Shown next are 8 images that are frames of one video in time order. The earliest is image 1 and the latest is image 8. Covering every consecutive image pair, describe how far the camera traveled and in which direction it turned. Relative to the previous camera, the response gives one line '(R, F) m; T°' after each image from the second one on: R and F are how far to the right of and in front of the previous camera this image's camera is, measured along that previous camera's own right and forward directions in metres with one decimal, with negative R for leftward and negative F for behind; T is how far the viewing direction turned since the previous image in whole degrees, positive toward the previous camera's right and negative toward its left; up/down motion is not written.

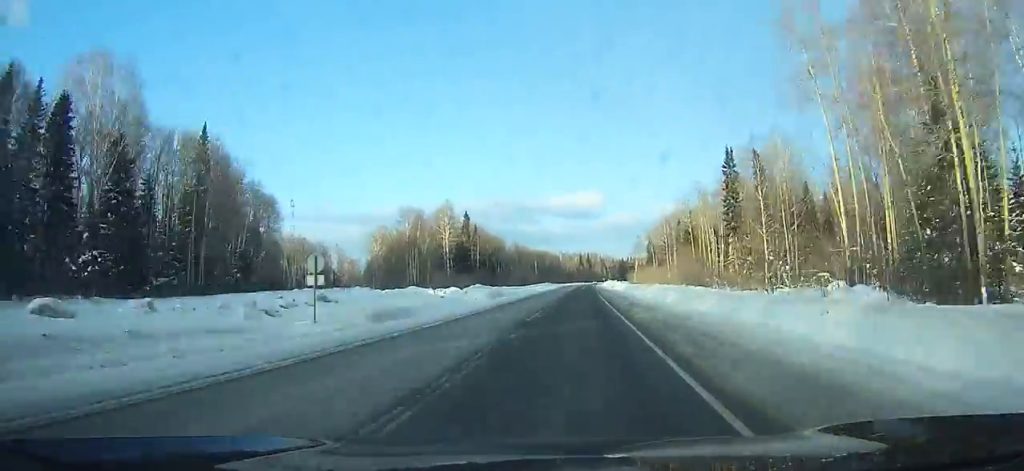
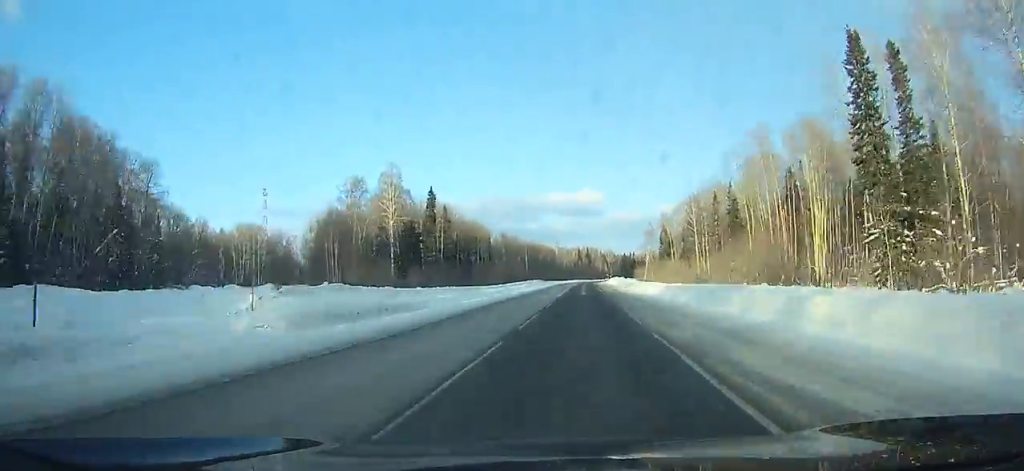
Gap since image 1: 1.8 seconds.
(-0.2, +39.0) m; 0°
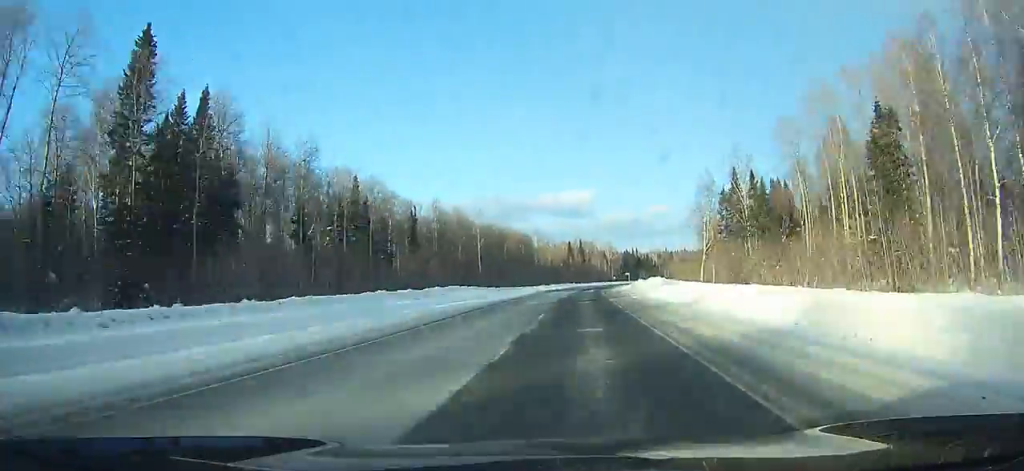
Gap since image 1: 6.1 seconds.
(+0.2, +93.9) m; +1°
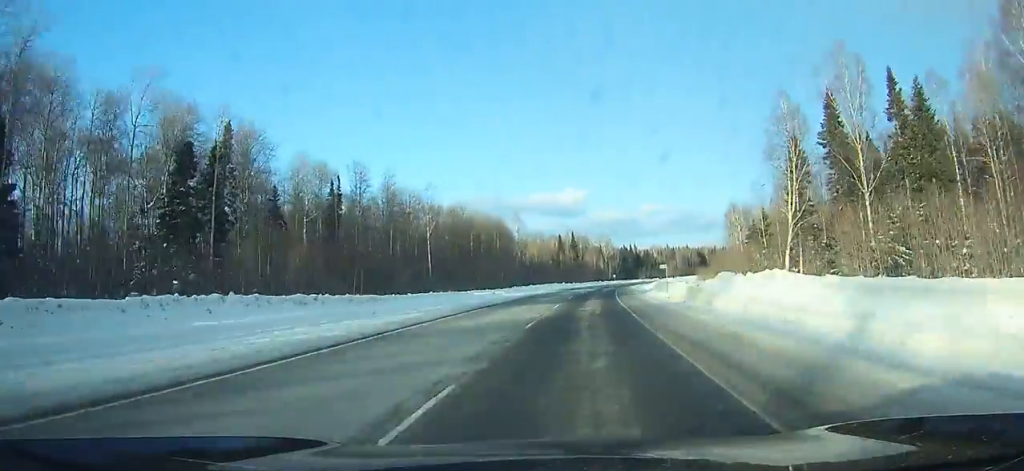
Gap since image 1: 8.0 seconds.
(+0.1, +41.2) m; +1°
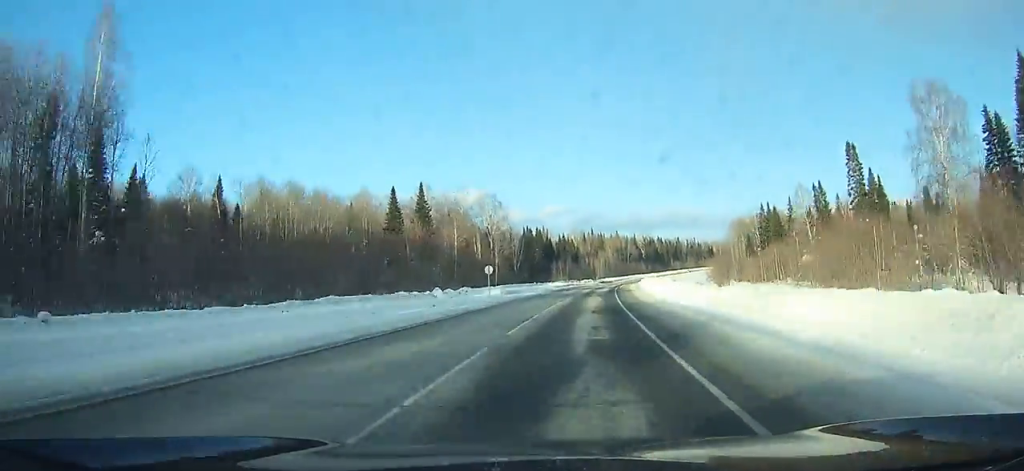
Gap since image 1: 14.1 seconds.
(+9.5, +130.7) m; +9°
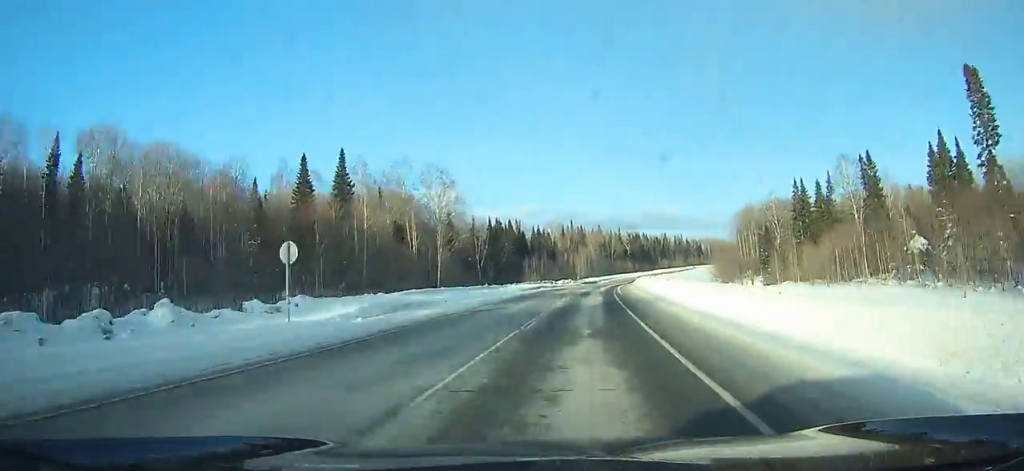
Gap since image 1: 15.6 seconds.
(+0.6, +32.8) m; +2°
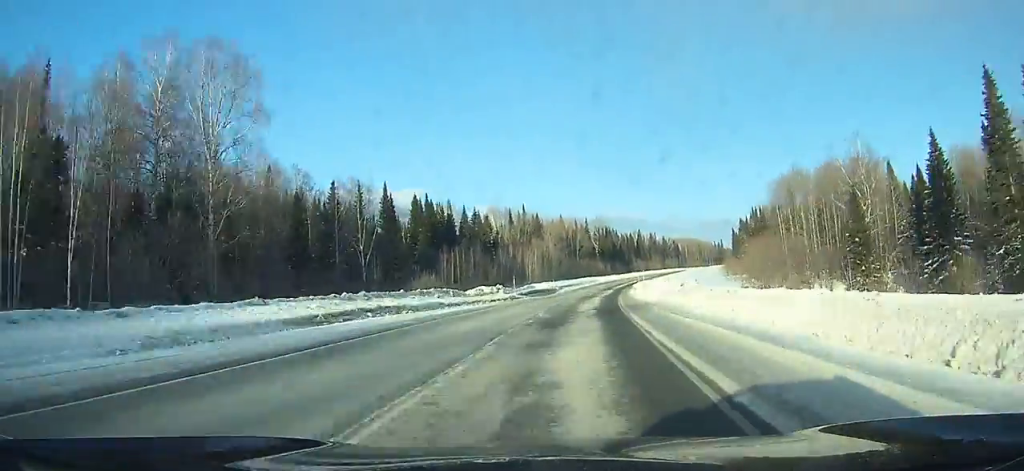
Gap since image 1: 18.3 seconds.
(+2.5, +60.4) m; +4°
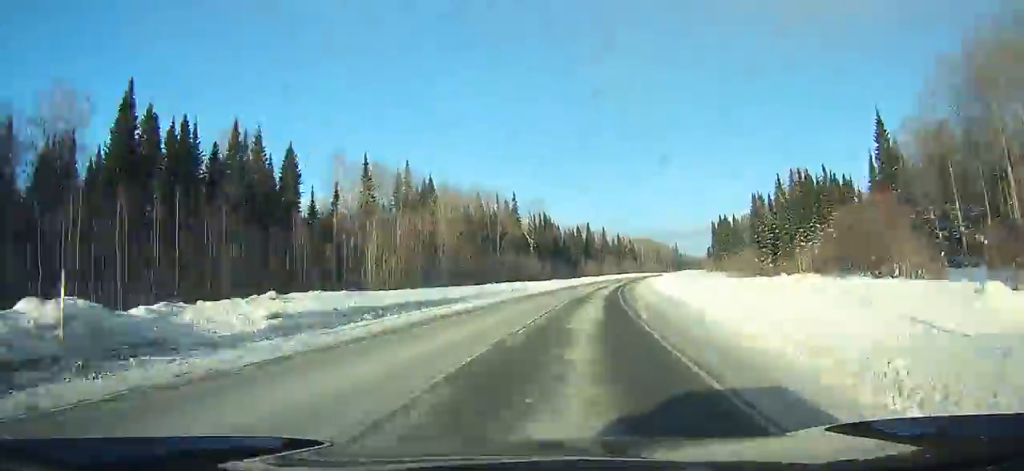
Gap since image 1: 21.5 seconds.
(+2.7, +74.5) m; +4°
